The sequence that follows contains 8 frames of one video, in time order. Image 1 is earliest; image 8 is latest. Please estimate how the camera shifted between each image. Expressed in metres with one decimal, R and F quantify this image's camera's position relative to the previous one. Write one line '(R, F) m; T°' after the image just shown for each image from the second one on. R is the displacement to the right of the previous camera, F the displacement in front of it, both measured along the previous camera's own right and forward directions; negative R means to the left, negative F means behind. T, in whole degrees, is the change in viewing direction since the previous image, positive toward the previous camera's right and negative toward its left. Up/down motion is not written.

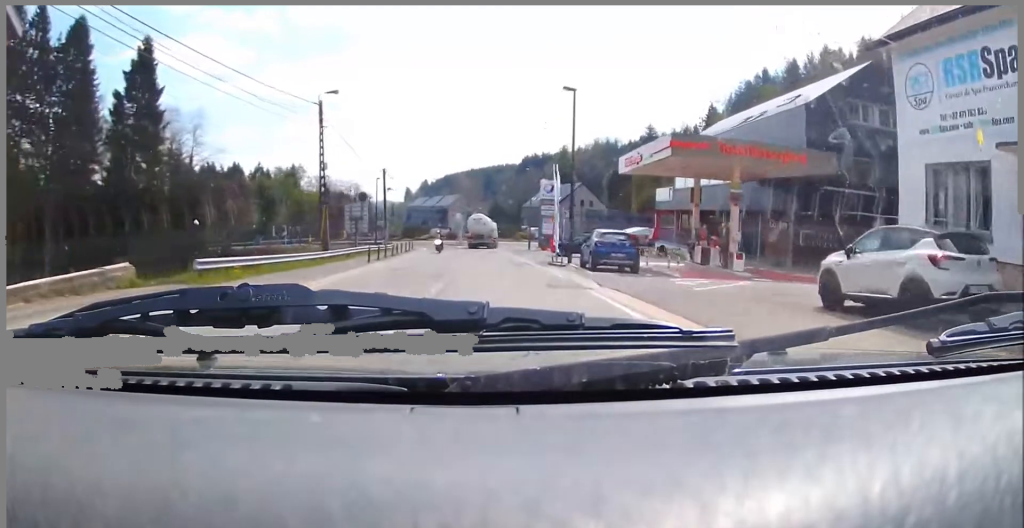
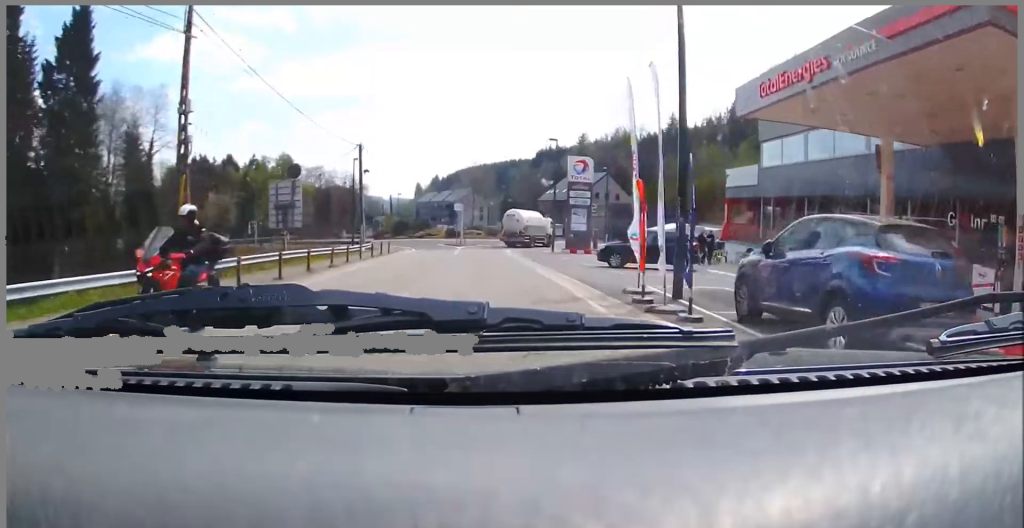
(-0.3, +19.9) m; 0°
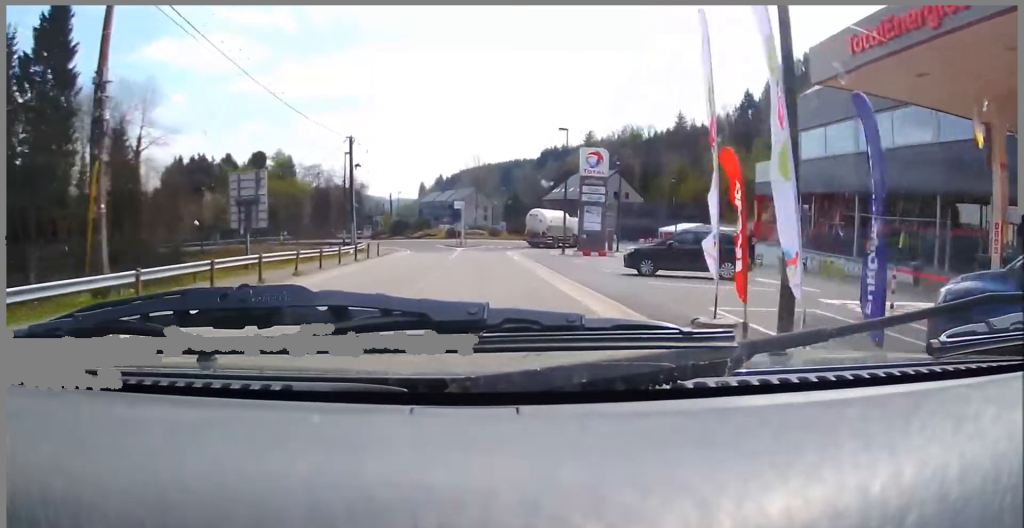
(-0.4, +6.0) m; +1°
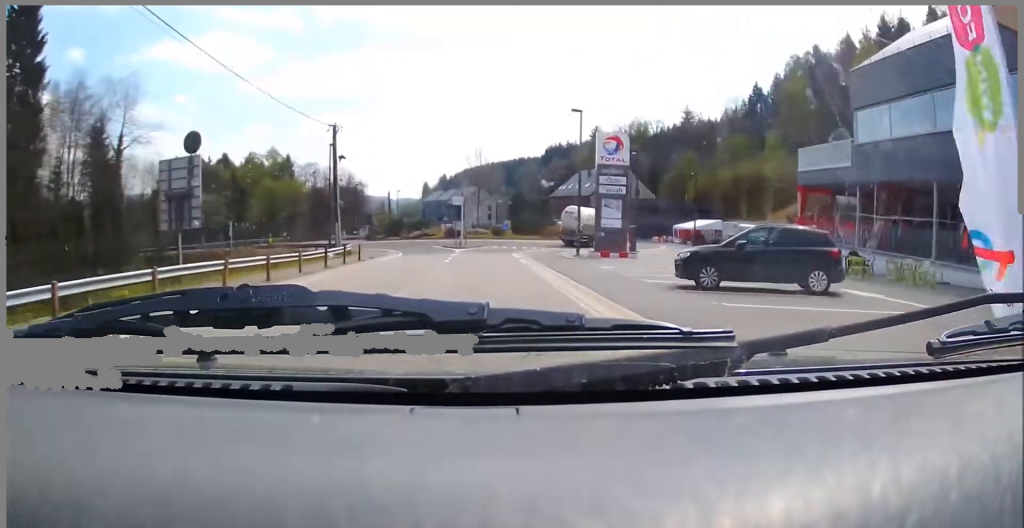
(+0.6, +6.6) m; +1°
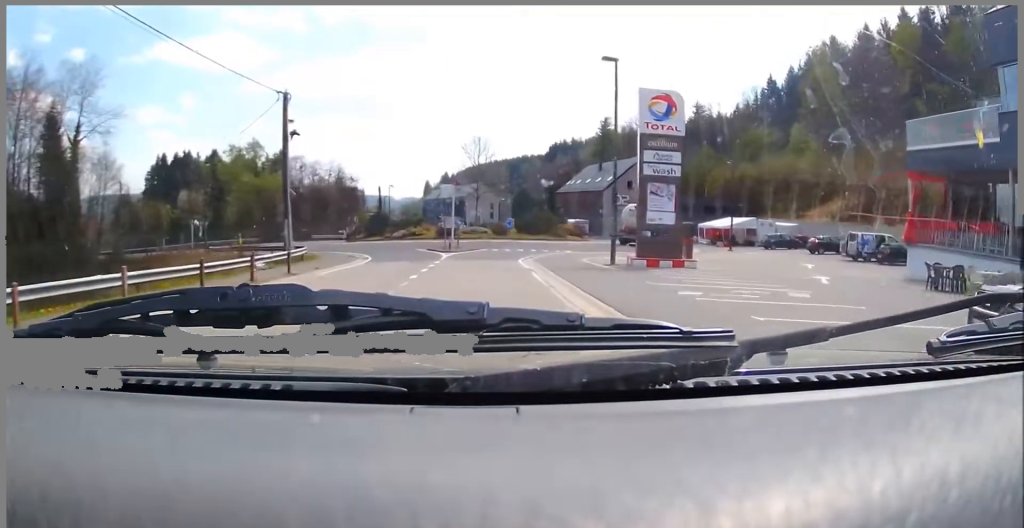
(-0.1, +12.3) m; -3°
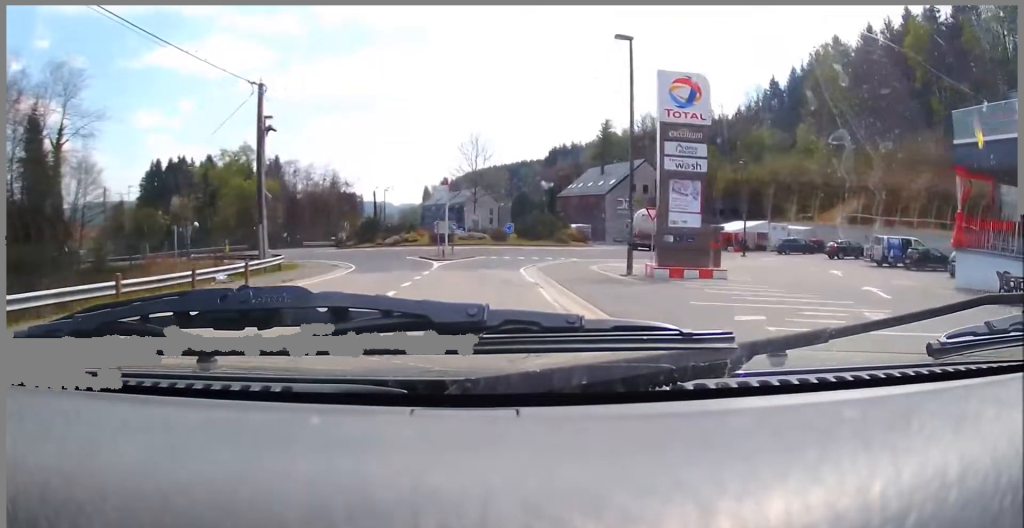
(-0.1, +4.1) m; -2°
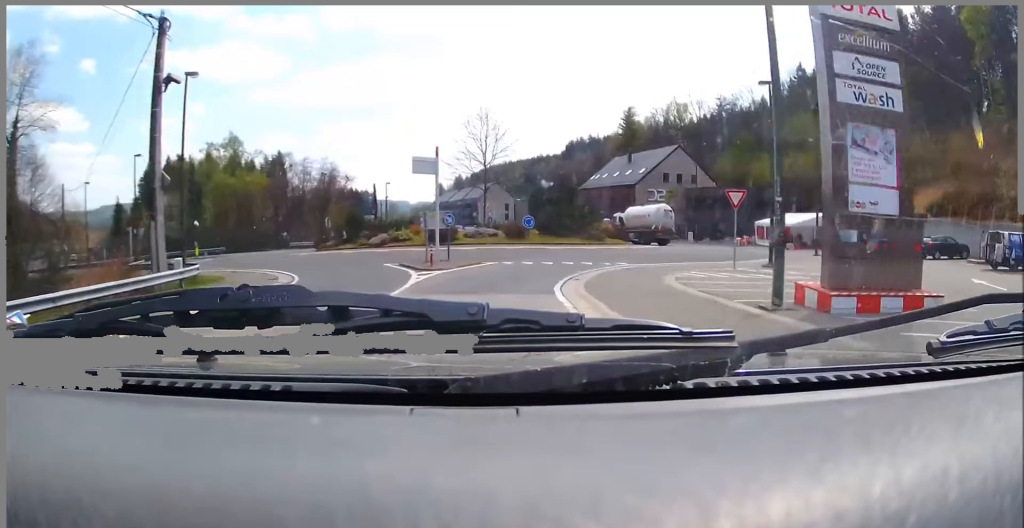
(-0.2, +11.4) m; -2°
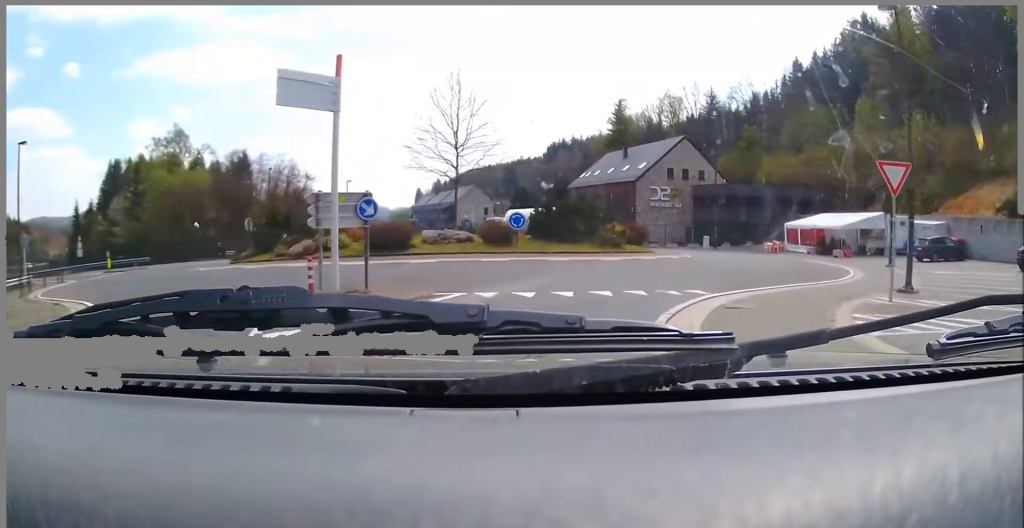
(+0.3, +12.1) m; +10°
